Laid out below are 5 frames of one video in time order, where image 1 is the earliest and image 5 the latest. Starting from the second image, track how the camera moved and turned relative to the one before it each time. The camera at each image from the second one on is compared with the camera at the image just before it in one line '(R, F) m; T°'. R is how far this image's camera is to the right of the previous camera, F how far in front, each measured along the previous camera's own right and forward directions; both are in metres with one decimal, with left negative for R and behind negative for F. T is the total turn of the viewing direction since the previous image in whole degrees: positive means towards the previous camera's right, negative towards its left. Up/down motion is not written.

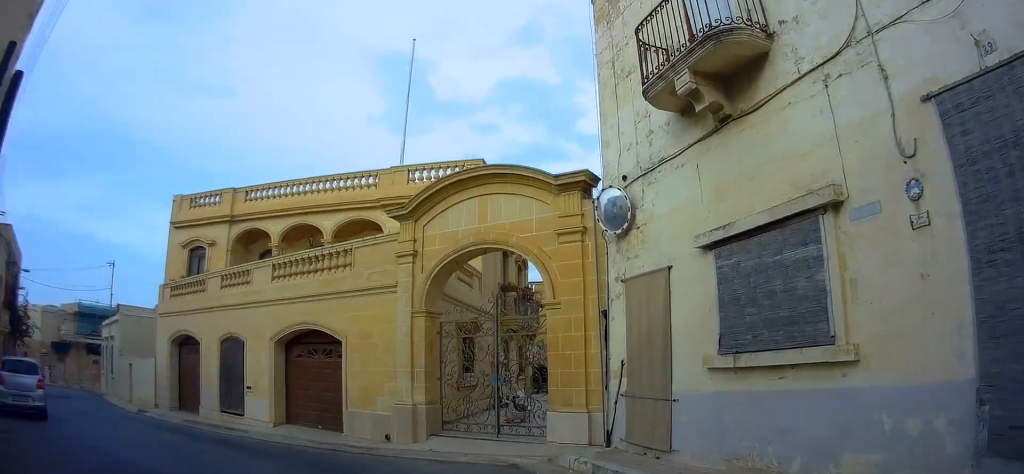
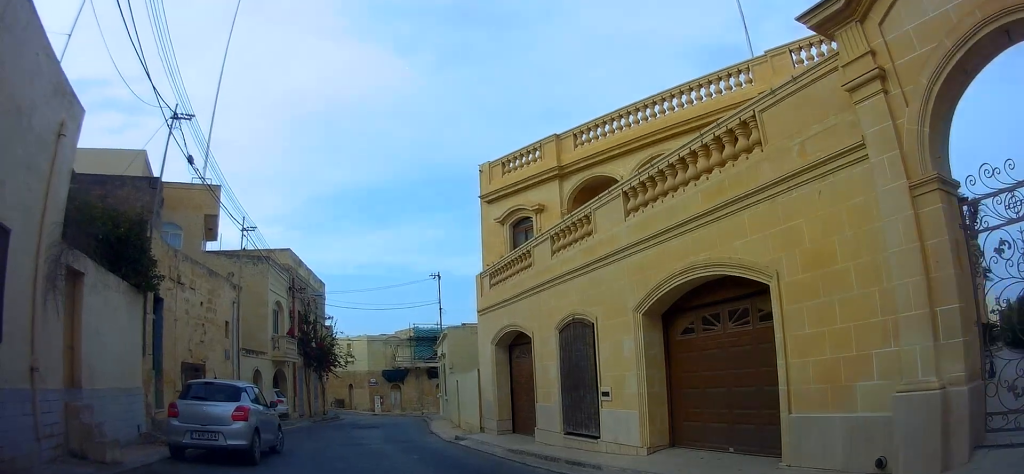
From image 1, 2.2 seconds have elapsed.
(-1.2, +6.4) m; -31°
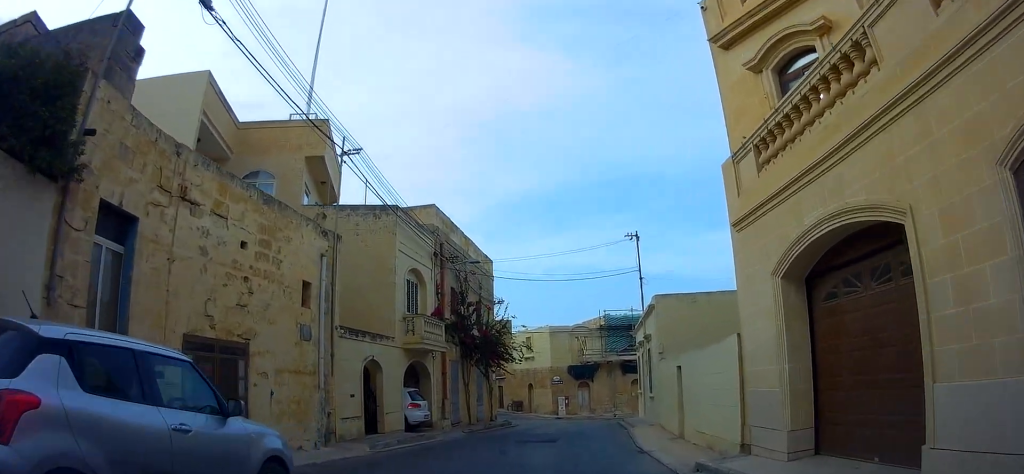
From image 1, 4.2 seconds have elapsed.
(-0.9, +5.8) m; -21°
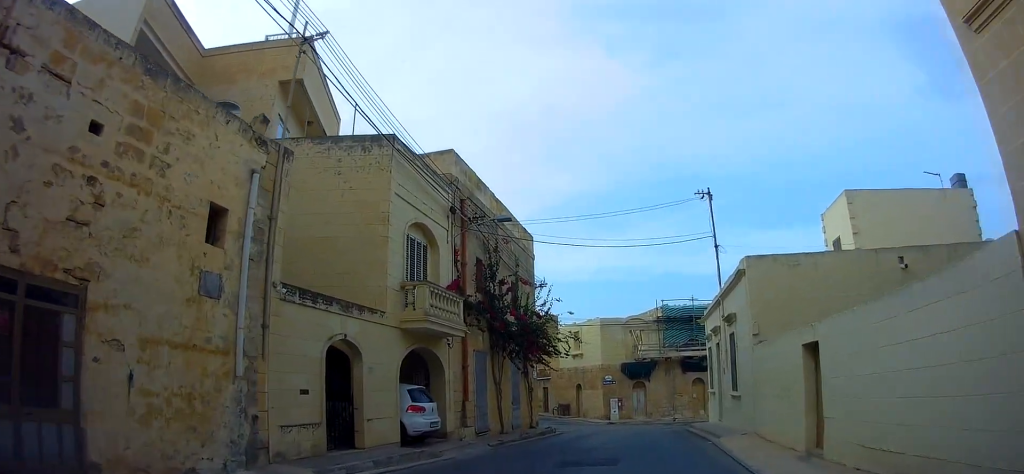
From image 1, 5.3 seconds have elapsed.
(-1.1, +4.1) m; -13°
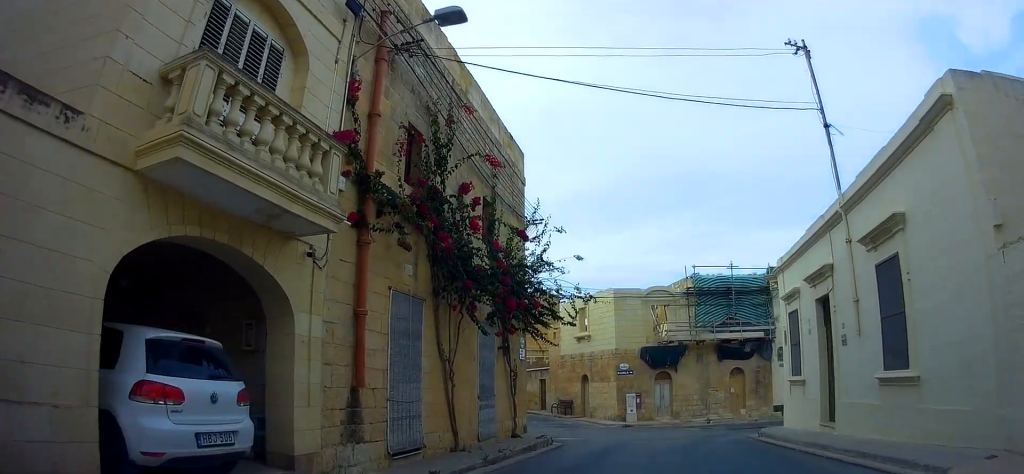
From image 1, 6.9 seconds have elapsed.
(+0.3, +8.3) m; +8°
